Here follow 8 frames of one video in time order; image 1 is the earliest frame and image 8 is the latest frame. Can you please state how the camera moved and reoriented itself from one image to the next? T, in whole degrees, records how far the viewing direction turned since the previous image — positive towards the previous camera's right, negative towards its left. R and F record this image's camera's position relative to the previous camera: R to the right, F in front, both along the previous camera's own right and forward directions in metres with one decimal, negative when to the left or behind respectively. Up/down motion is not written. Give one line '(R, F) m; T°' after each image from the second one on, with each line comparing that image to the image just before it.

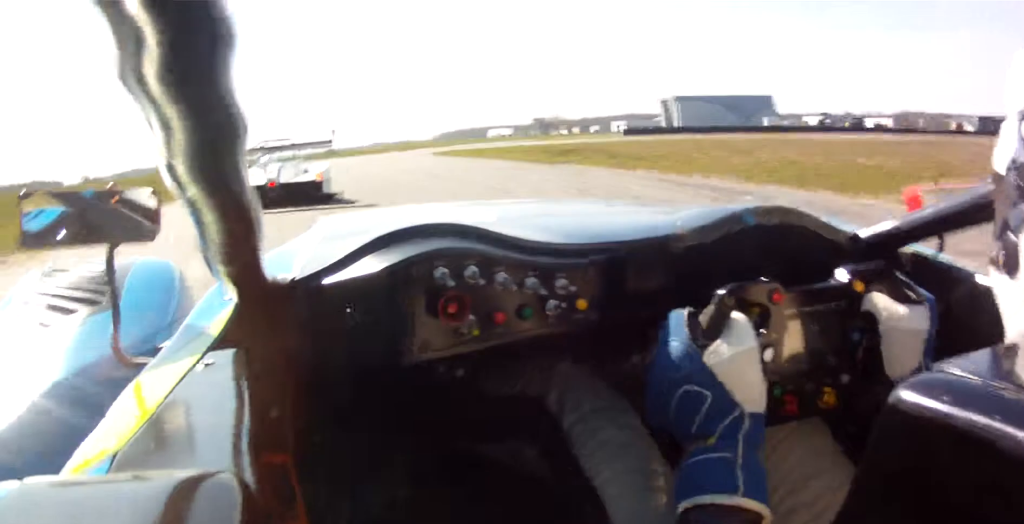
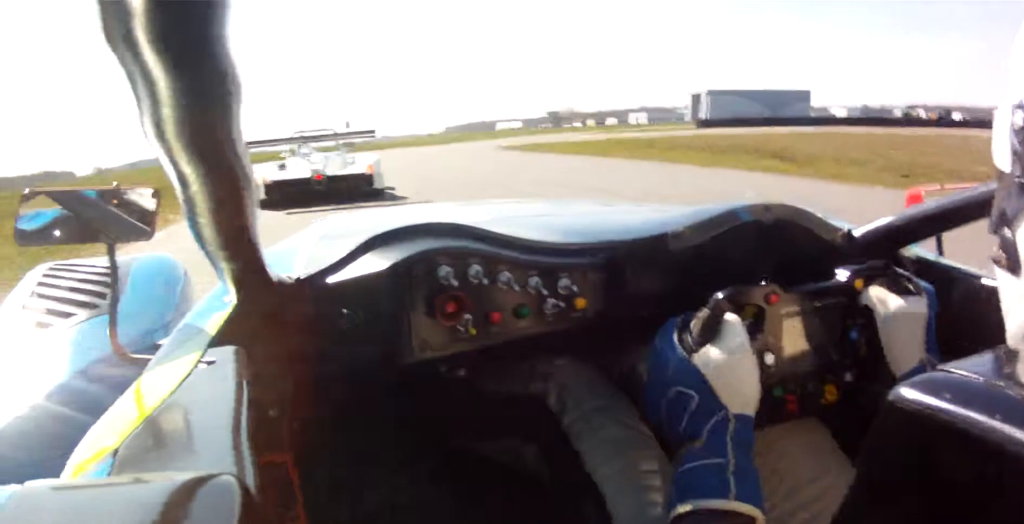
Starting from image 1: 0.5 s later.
(-0.2, +14.3) m; +2°
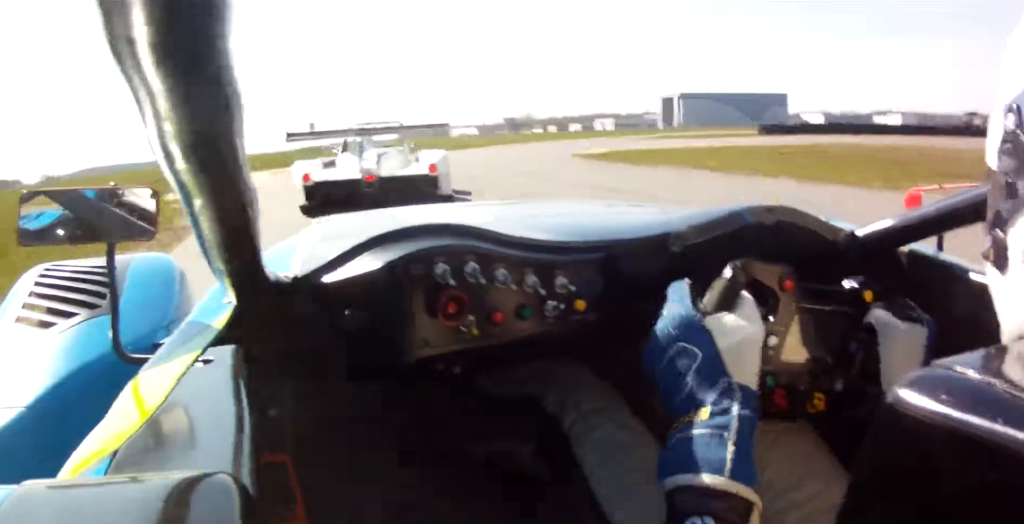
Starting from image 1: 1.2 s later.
(+0.5, +15.6) m; +9°
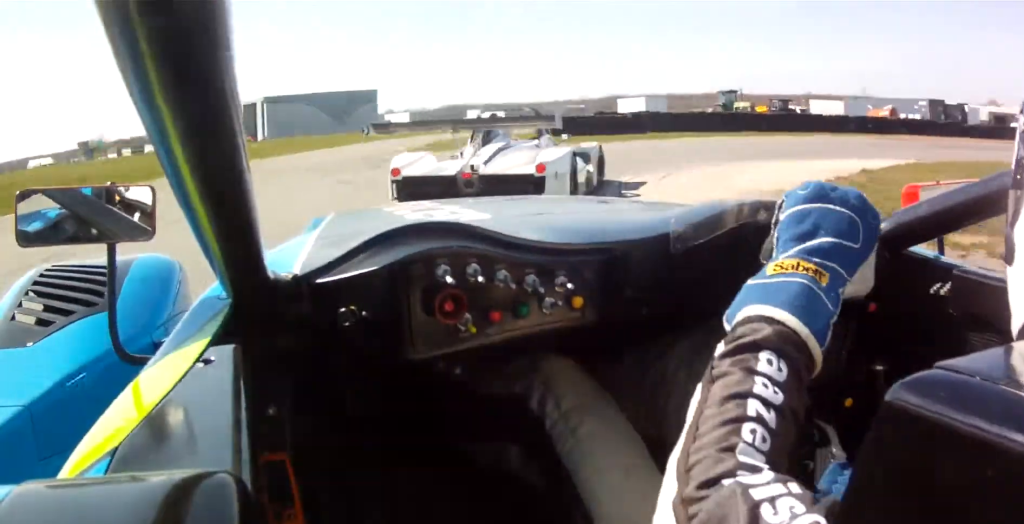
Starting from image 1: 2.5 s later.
(+5.2, +23.5) m; +44°
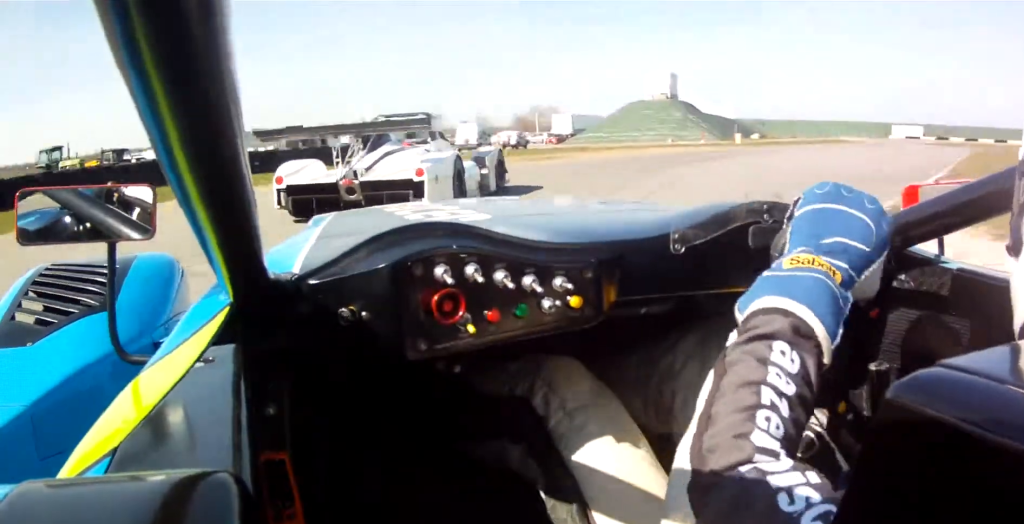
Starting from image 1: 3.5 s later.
(+7.9, +13.2) m; +39°
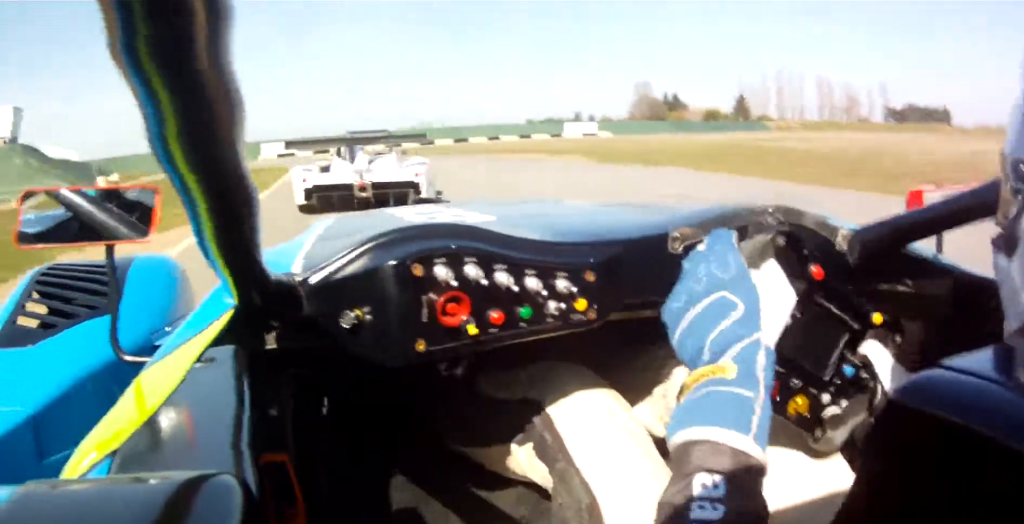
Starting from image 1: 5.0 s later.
(+9.7, +25.4) m; +32°
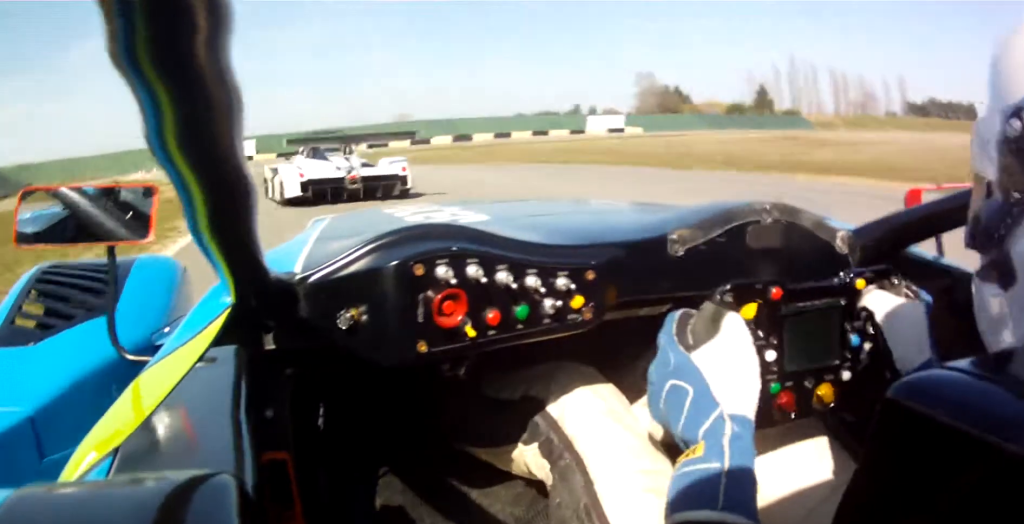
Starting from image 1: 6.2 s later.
(+3.2, +32.4) m; +4°
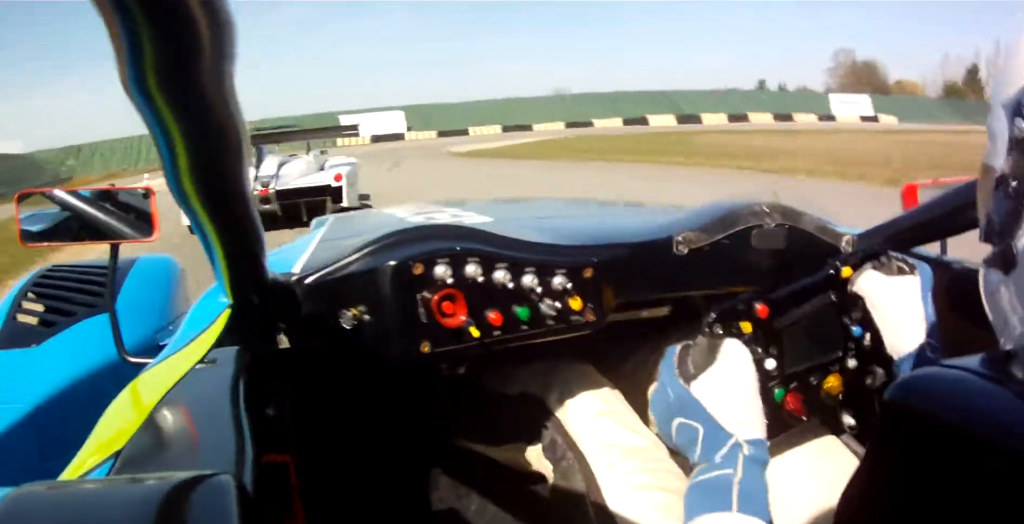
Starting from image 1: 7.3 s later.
(-1.2, +30.3) m; -1°
